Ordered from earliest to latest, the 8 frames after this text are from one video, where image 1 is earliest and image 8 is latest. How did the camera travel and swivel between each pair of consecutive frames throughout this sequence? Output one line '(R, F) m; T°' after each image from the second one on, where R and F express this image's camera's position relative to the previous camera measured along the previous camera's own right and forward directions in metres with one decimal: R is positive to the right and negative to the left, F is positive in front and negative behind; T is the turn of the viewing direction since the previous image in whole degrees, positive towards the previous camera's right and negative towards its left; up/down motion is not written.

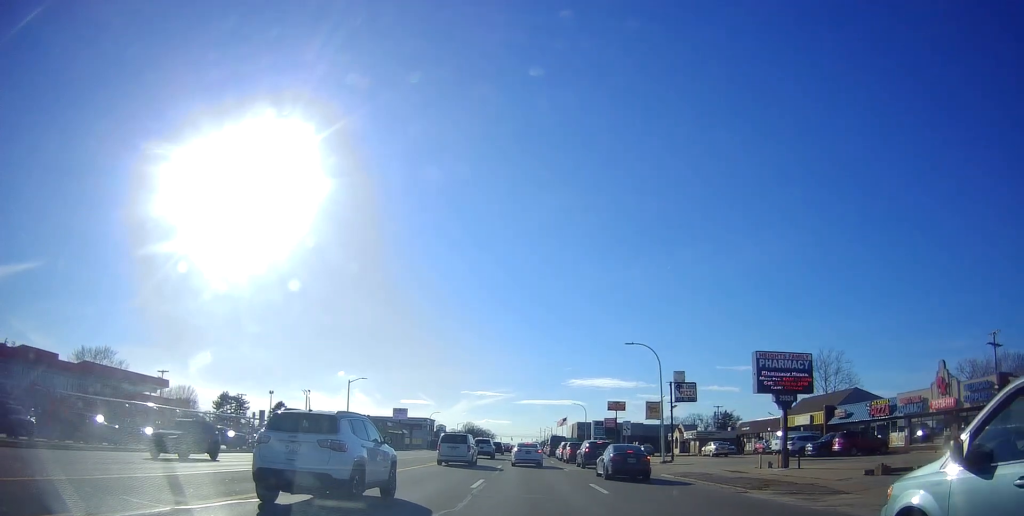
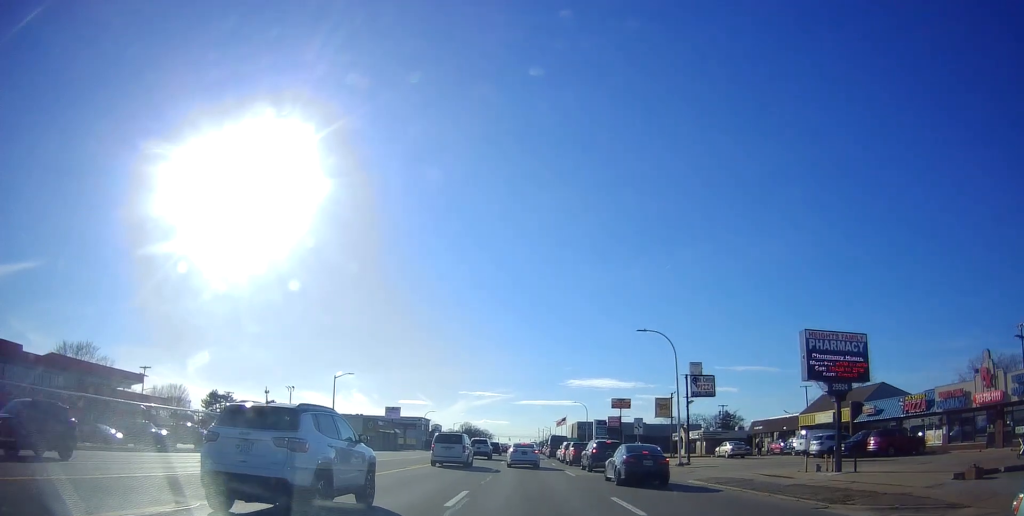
(0.0, +5.1) m; -1°
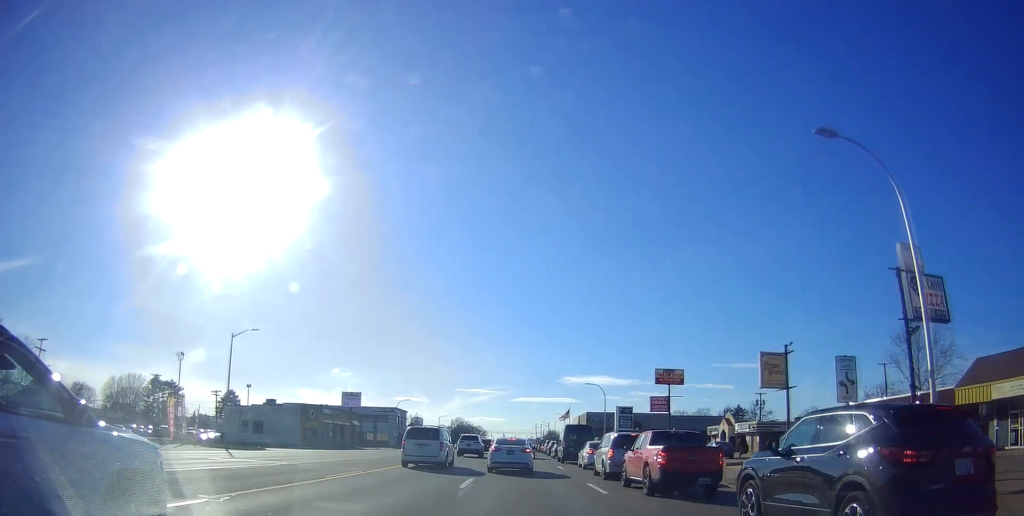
(-1.1, +29.7) m; -2°
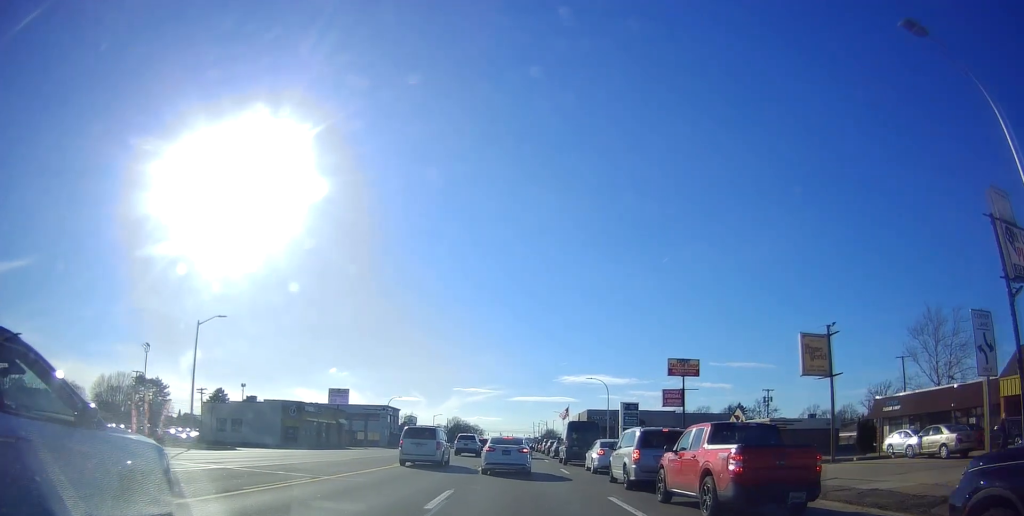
(0.0, +8.1) m; +2°
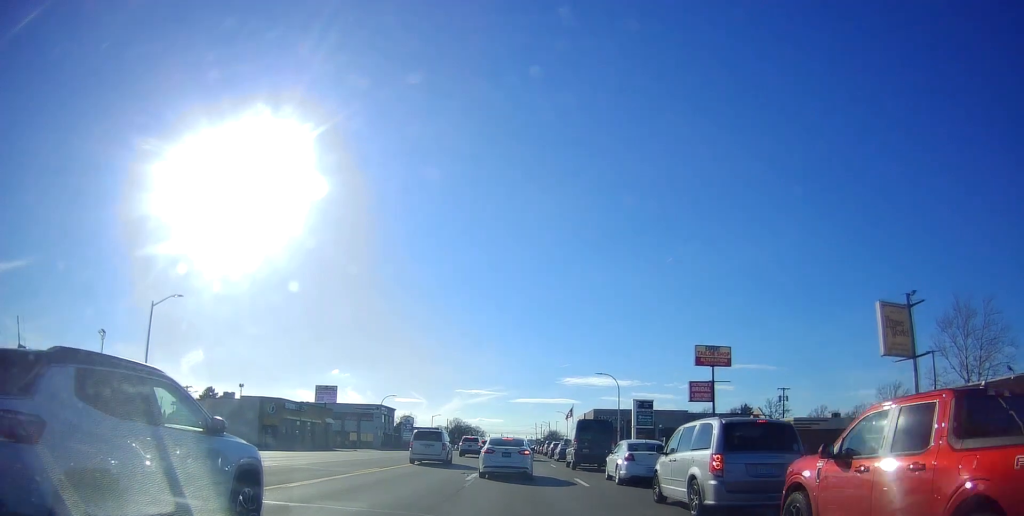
(+0.5, +11.5) m; +2°
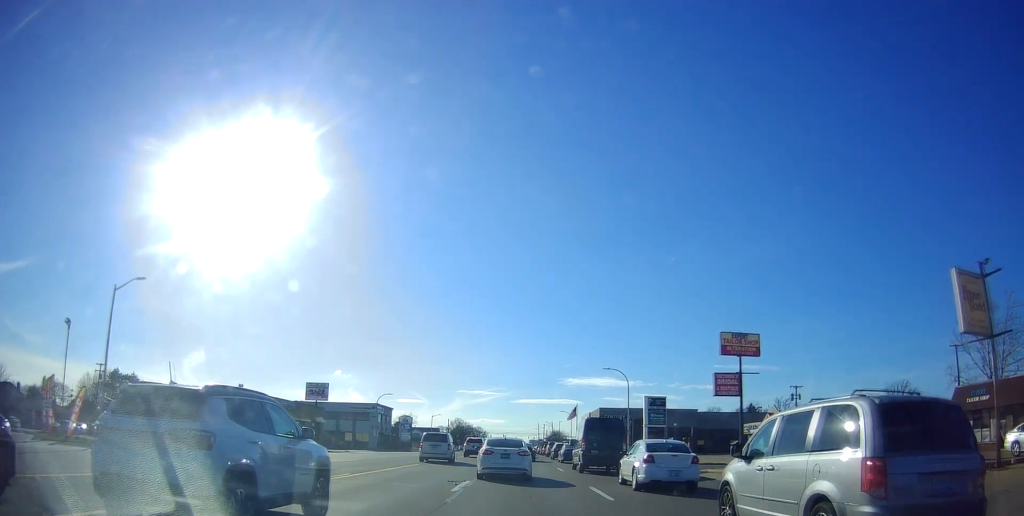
(-0.2, +8.1) m; 0°
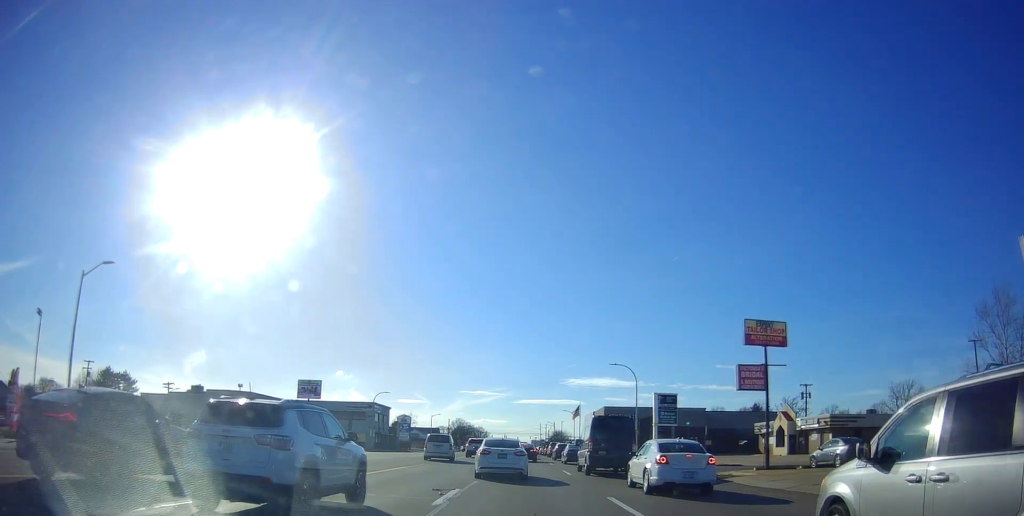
(+0.1, +5.7) m; 0°
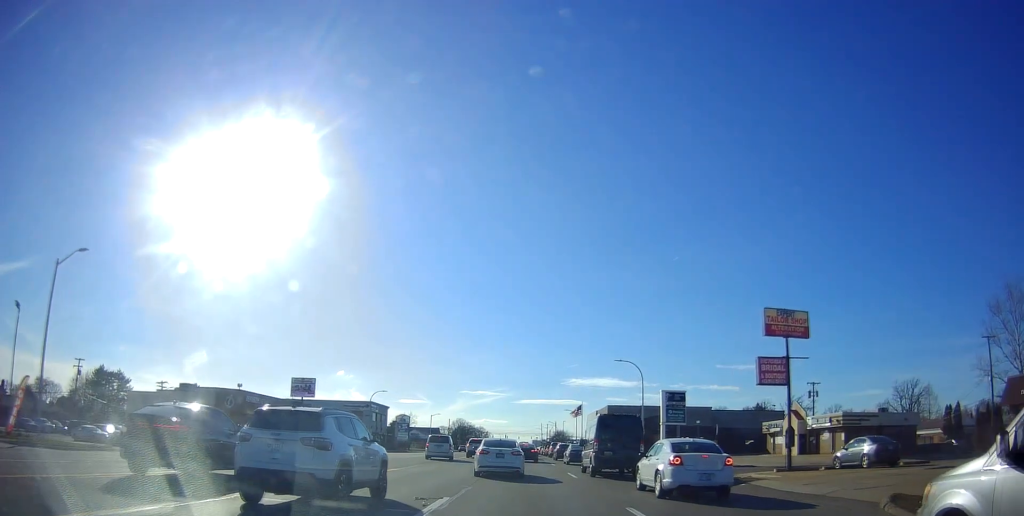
(+0.2, +3.9) m; 0°
